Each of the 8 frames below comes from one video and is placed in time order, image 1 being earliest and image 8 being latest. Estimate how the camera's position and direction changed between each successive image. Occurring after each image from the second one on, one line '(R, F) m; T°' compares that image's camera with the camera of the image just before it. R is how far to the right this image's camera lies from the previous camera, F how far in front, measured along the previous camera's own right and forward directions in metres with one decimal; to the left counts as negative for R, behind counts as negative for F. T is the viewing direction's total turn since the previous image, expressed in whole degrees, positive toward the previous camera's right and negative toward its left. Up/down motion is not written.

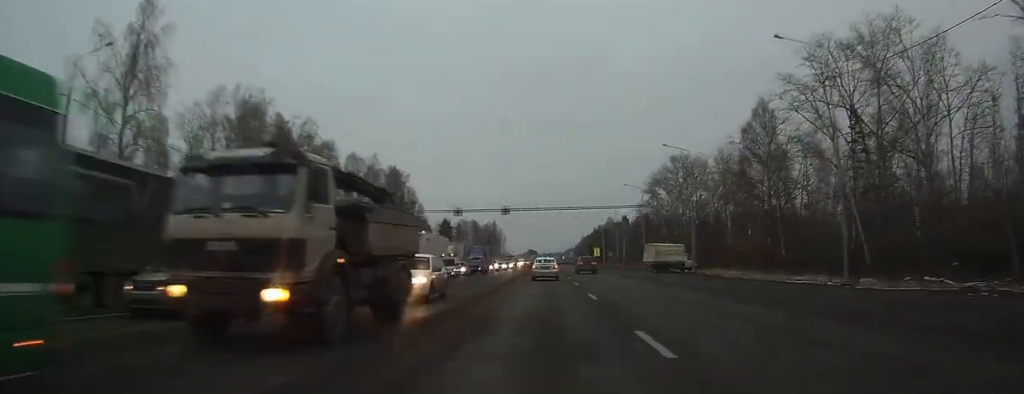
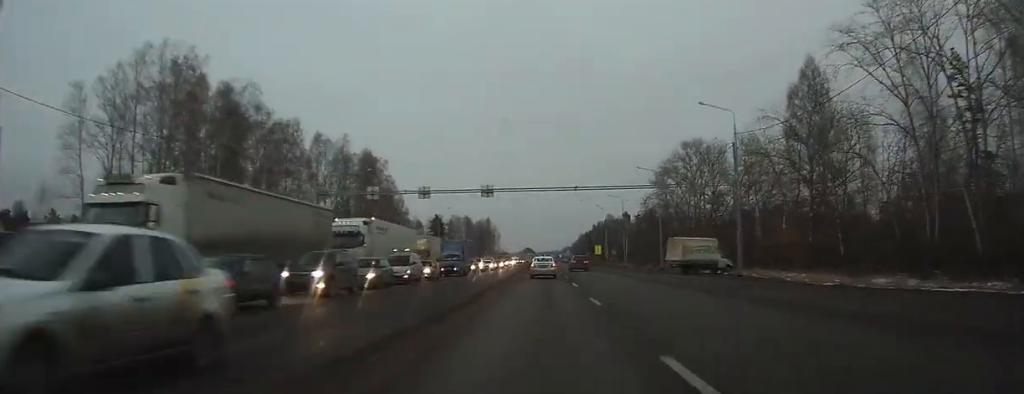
(-0.1, +13.5) m; 0°
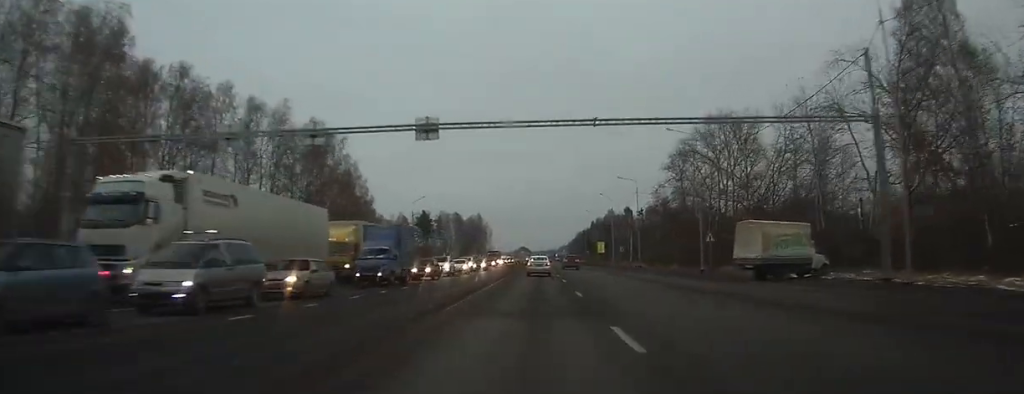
(+0.3, +20.5) m; +1°
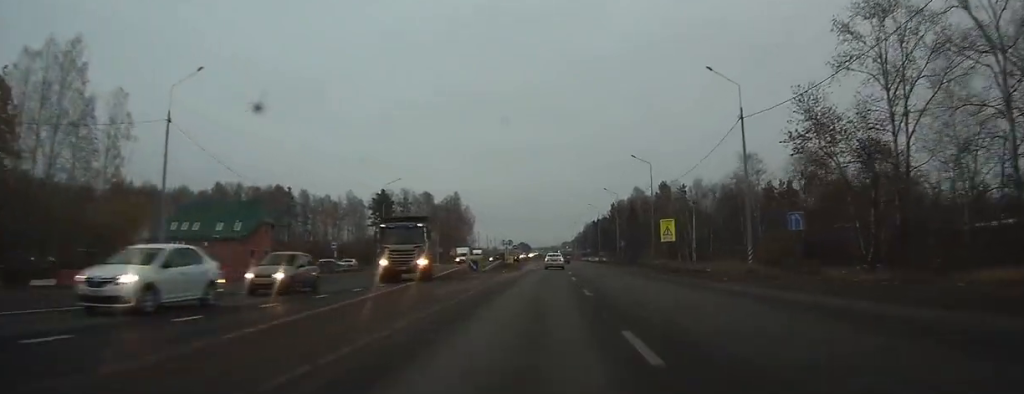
(+0.6, +72.1) m; +1°
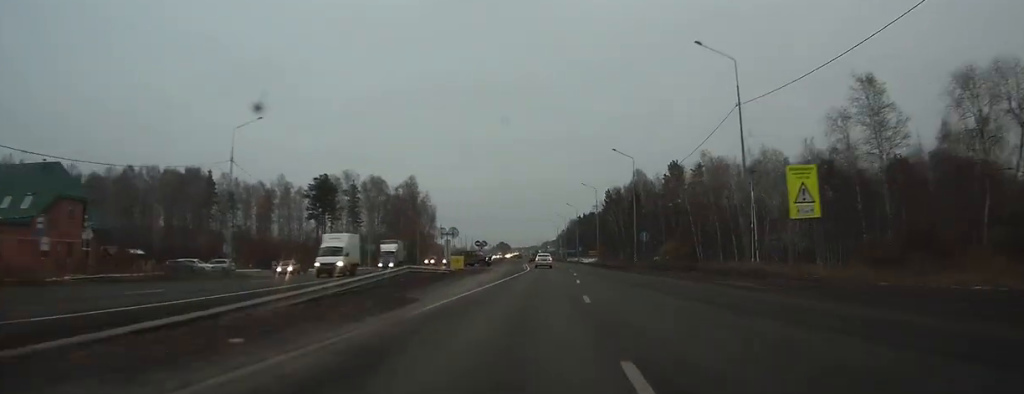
(0.0, +39.3) m; 0°
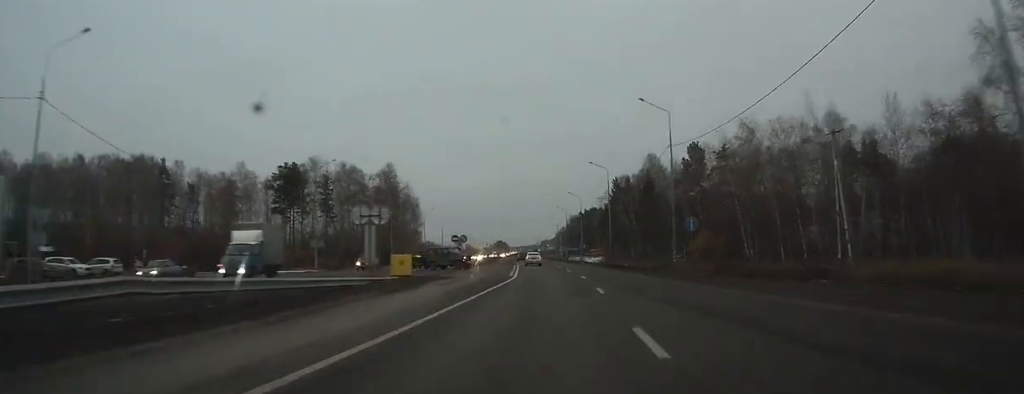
(+0.2, +21.3) m; 0°
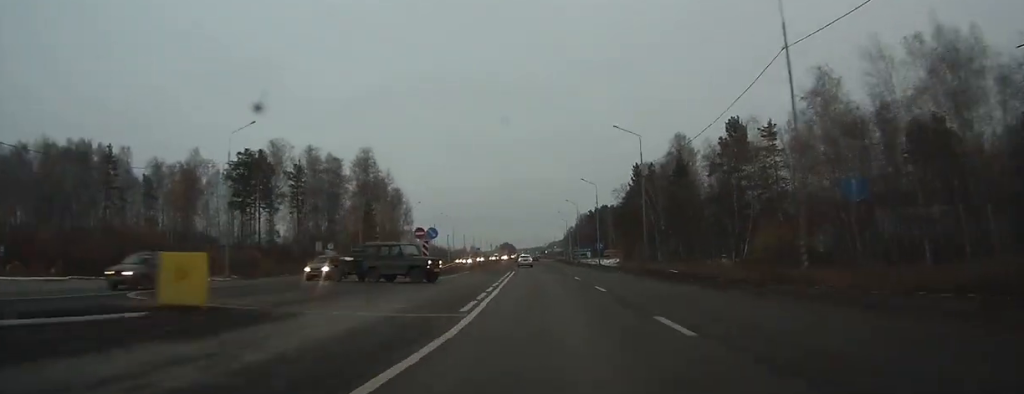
(-0.1, +23.0) m; 0°
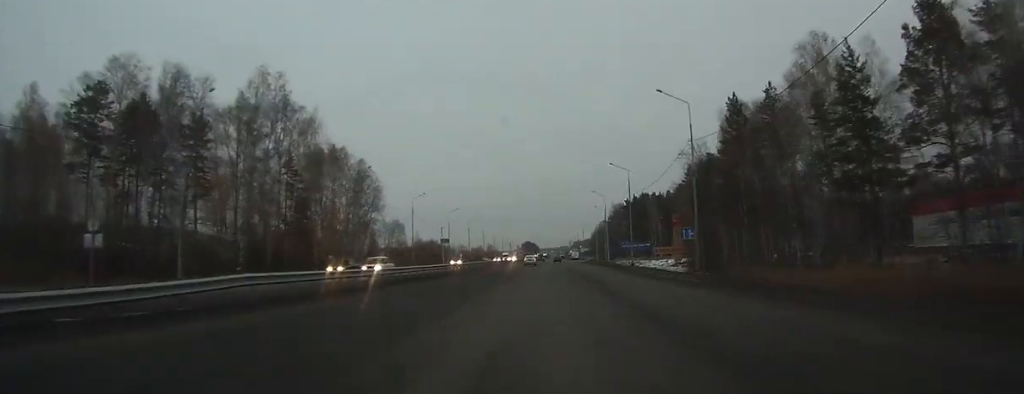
(-0.5, +50.6) m; -1°
